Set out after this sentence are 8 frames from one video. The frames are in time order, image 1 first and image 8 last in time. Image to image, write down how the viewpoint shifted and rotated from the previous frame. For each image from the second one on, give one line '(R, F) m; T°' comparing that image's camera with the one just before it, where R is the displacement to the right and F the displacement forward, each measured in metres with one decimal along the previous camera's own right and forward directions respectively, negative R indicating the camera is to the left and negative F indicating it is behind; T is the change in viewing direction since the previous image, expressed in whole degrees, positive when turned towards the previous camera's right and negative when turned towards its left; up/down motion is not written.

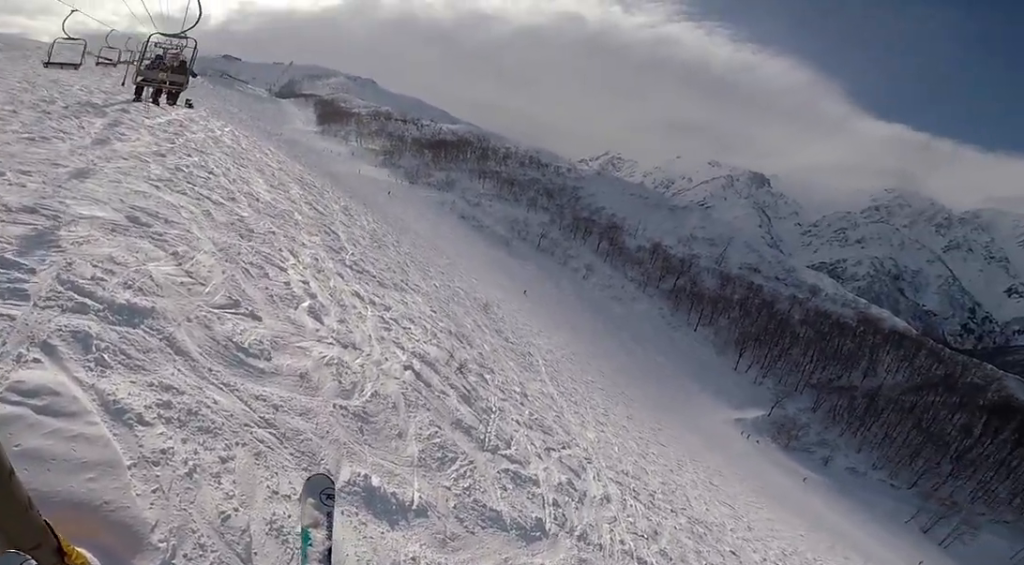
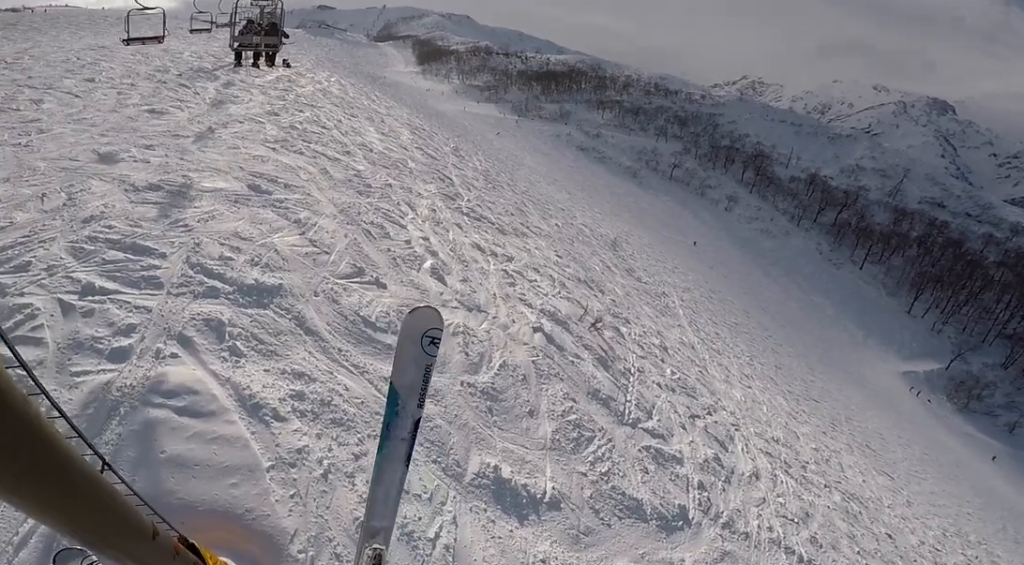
(0.0, +1.6) m; 0°
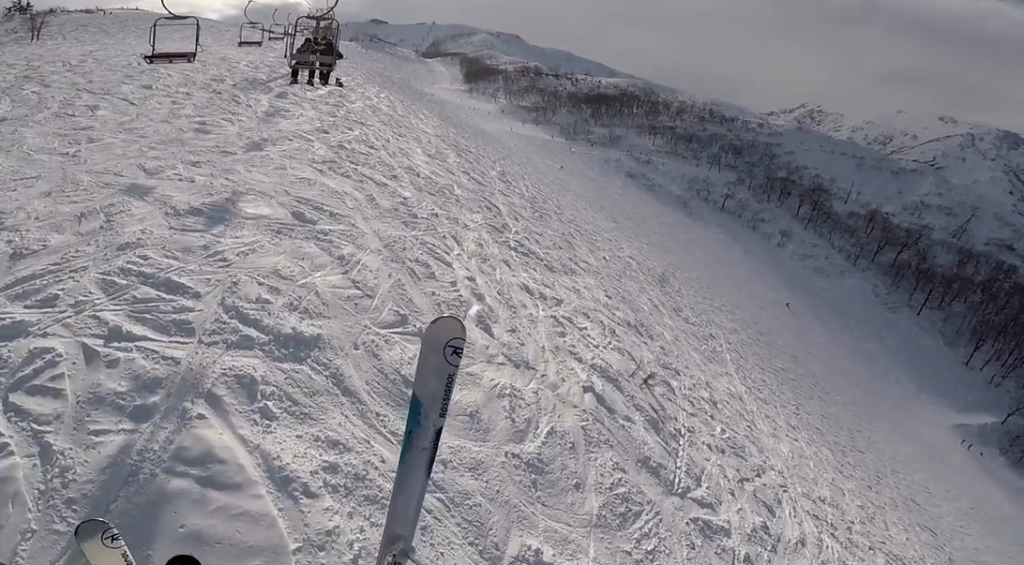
(0.0, +1.6) m; 0°
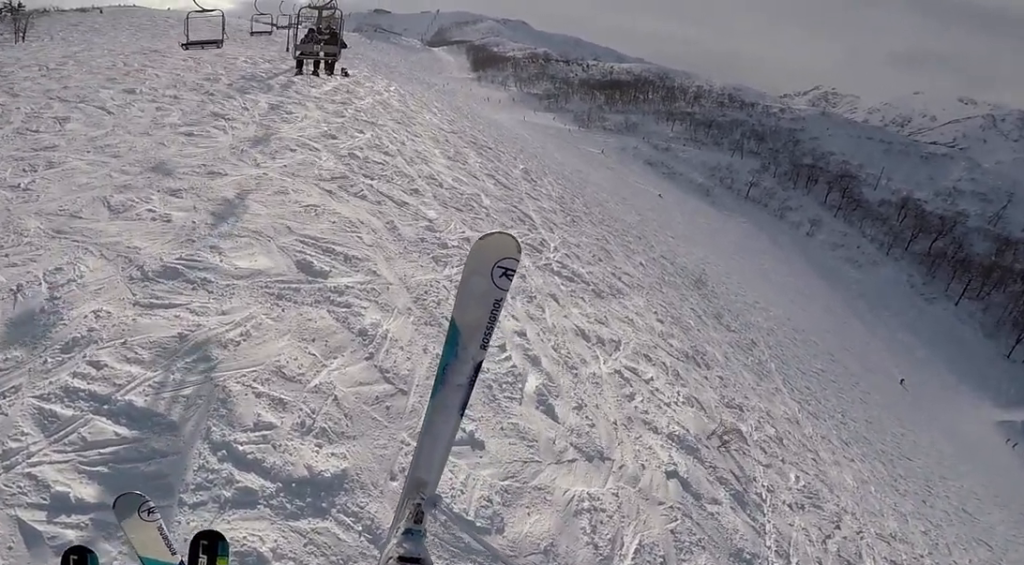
(0.0, +4.2) m; 0°
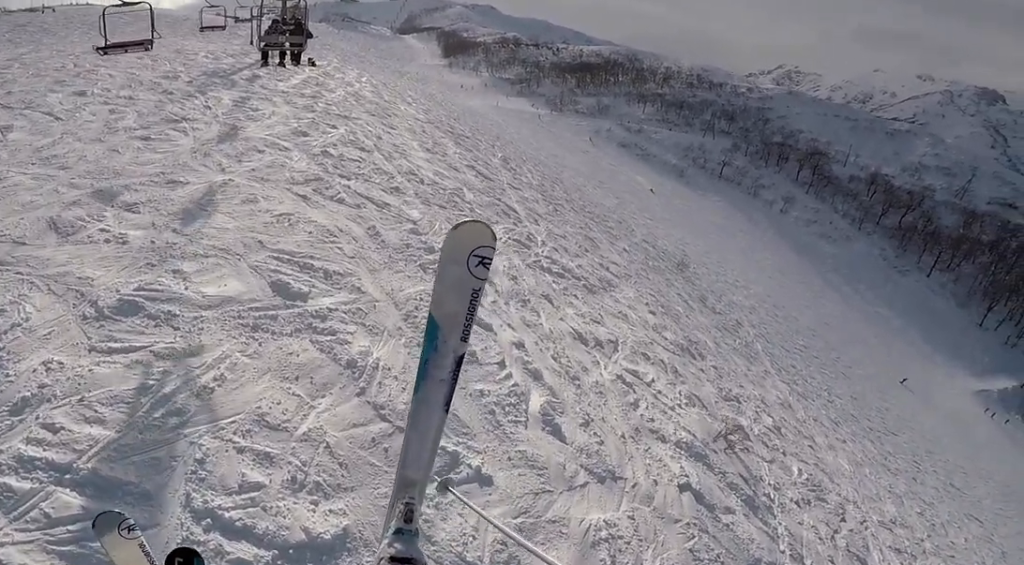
(0.0, +1.5) m; 0°
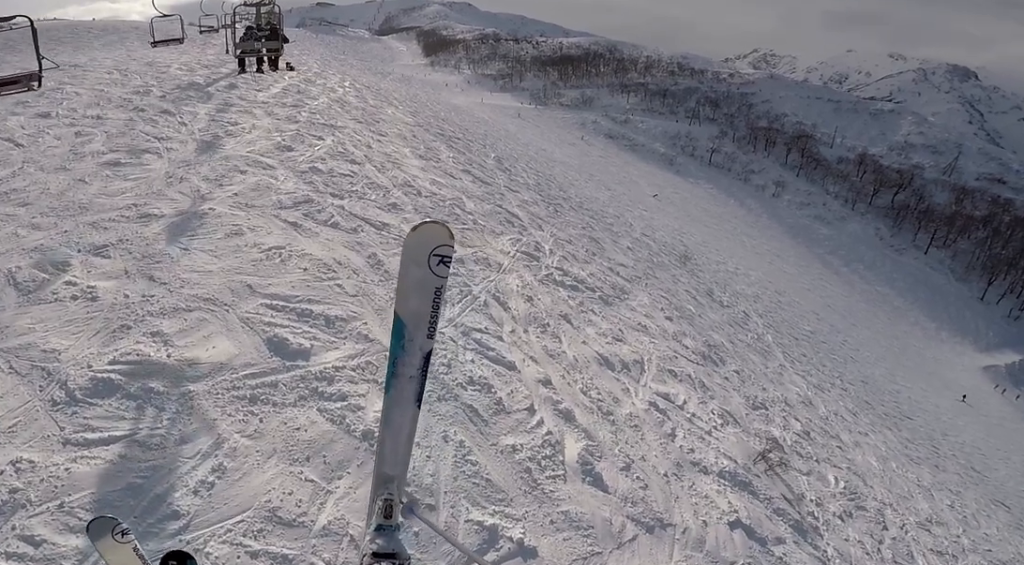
(0.0, +2.1) m; 0°
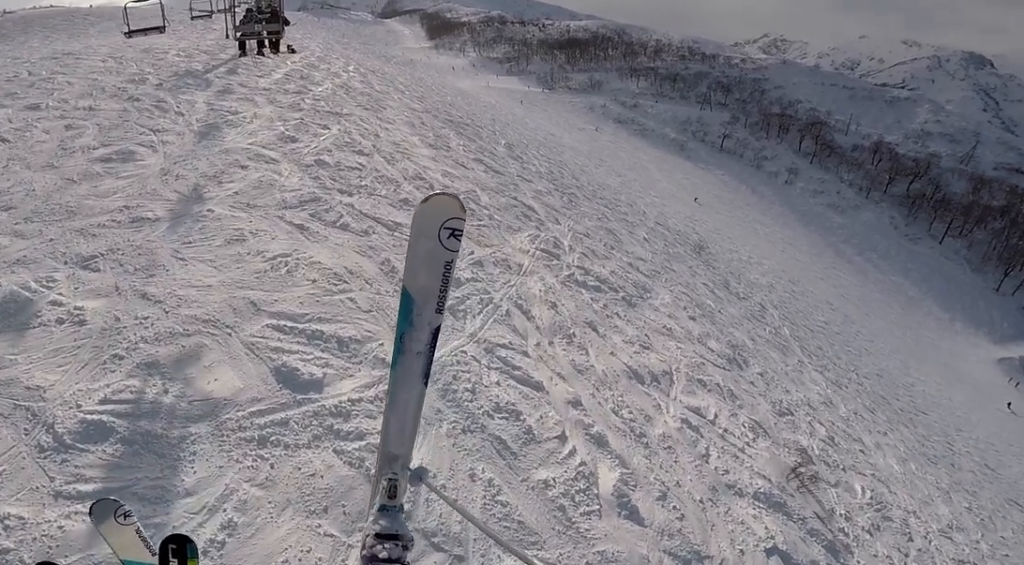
(0.0, +1.5) m; 0°
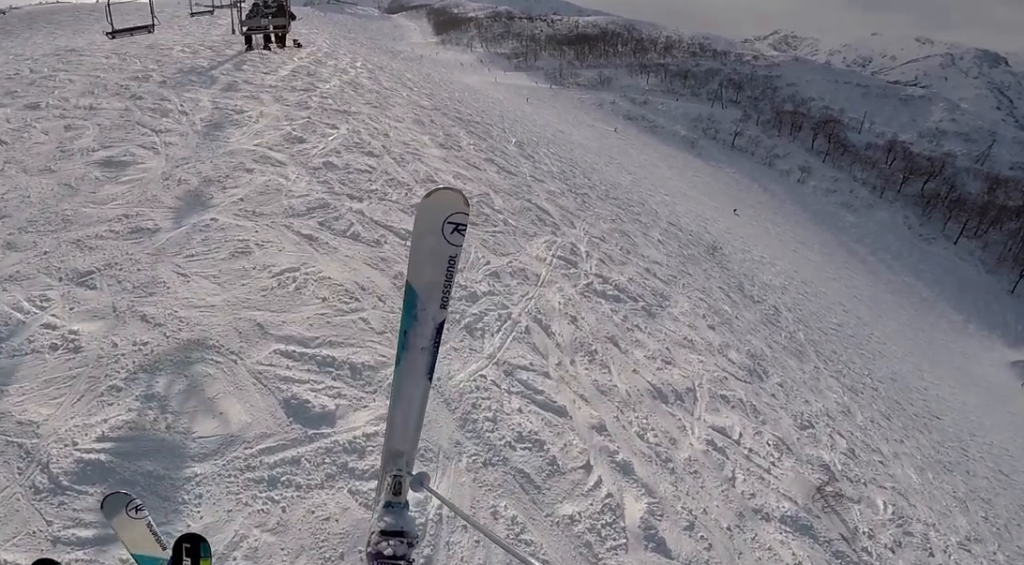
(0.0, +1.1) m; 0°
